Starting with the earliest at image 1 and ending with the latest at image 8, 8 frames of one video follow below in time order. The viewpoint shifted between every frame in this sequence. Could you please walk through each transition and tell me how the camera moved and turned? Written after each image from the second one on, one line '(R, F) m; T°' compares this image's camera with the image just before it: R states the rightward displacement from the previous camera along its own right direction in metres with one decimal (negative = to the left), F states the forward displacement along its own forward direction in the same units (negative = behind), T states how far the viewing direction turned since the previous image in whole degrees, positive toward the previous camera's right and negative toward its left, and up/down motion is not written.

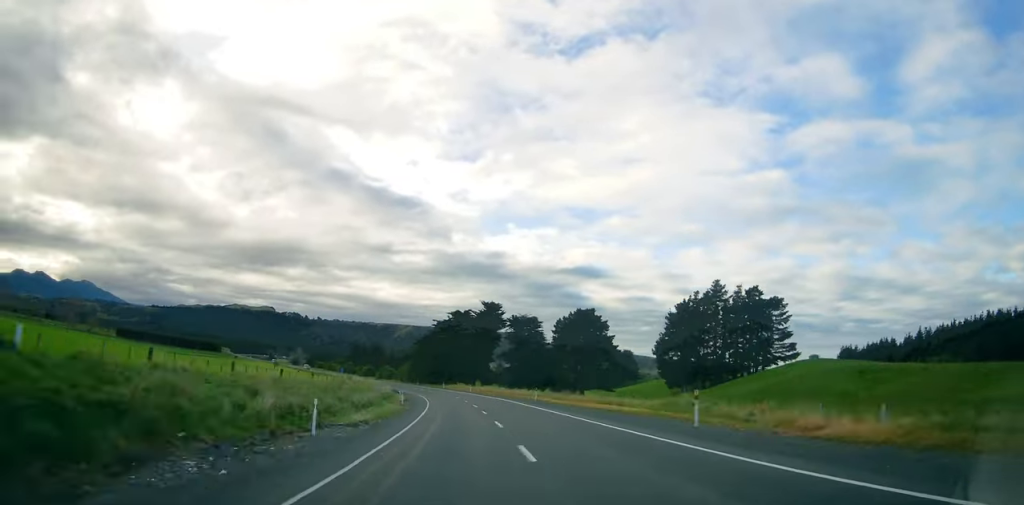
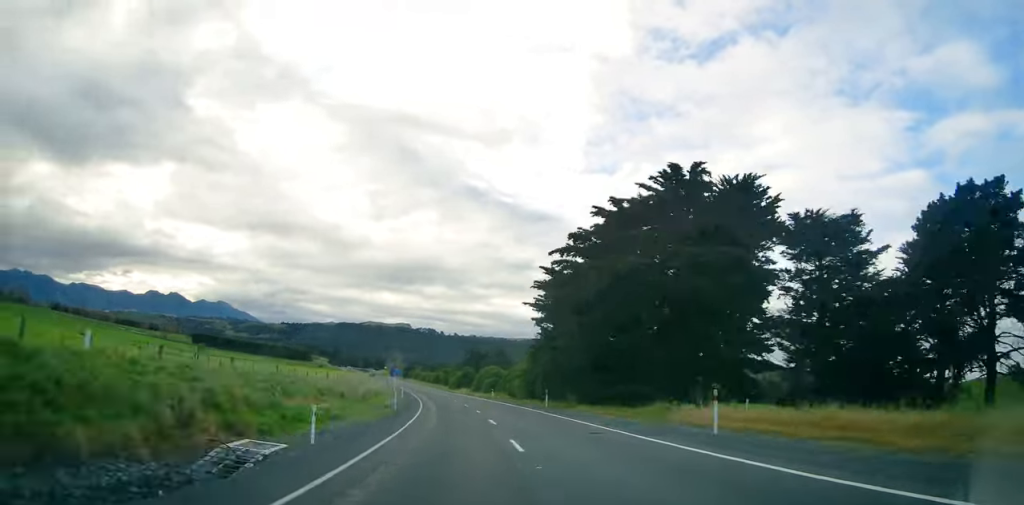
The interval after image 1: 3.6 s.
(-10.7, +97.2) m; -10°
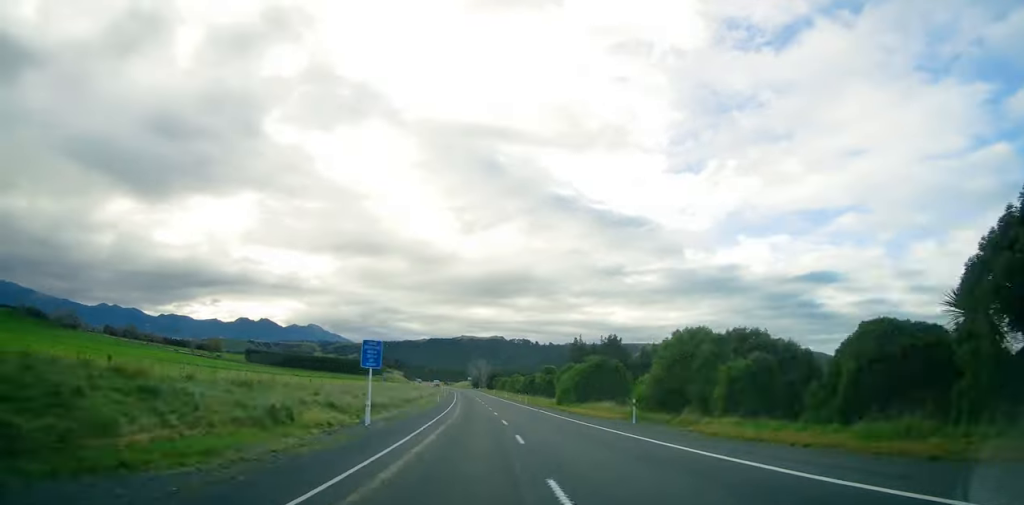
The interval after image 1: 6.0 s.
(-4.1, +65.9) m; -6°
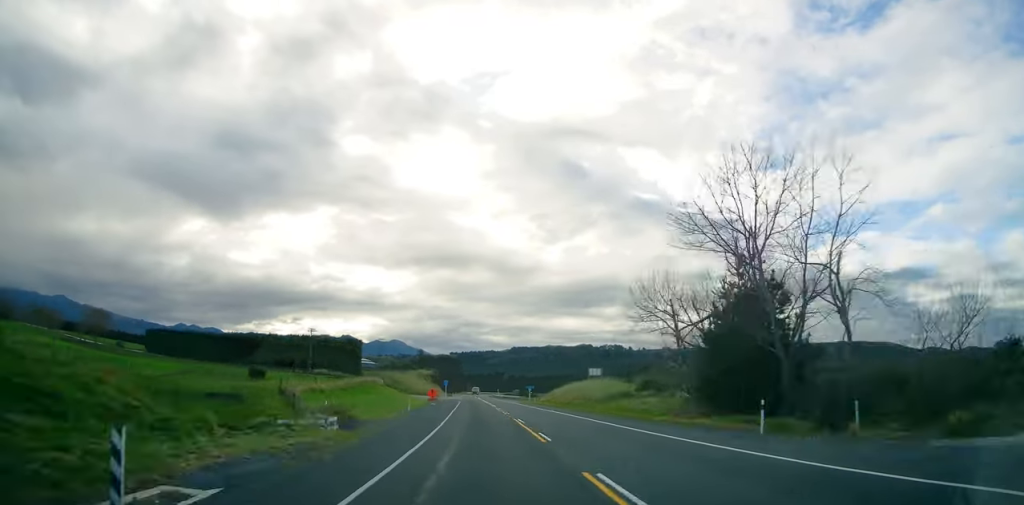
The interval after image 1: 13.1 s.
(-18.7, +192.8) m; -10°
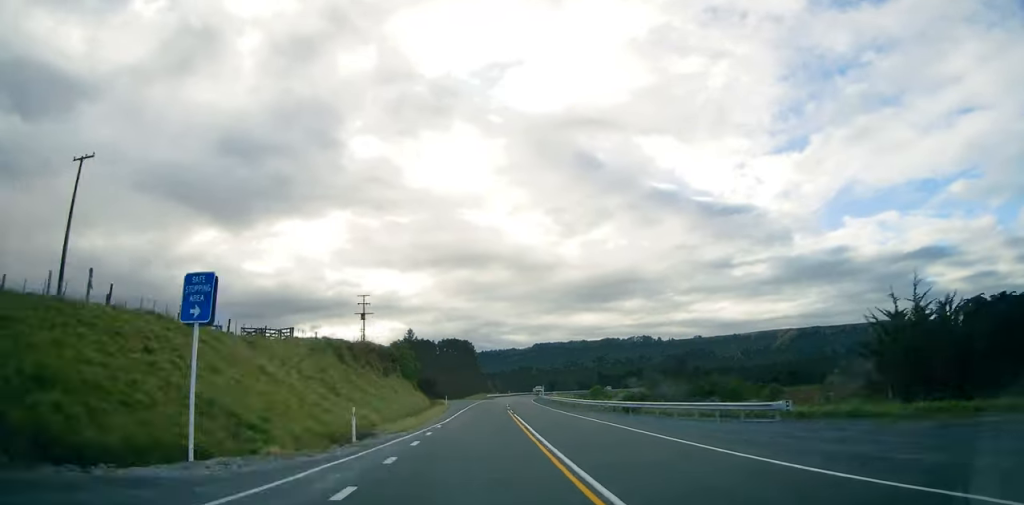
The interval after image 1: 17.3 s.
(-3.9, +112.3) m; 0°
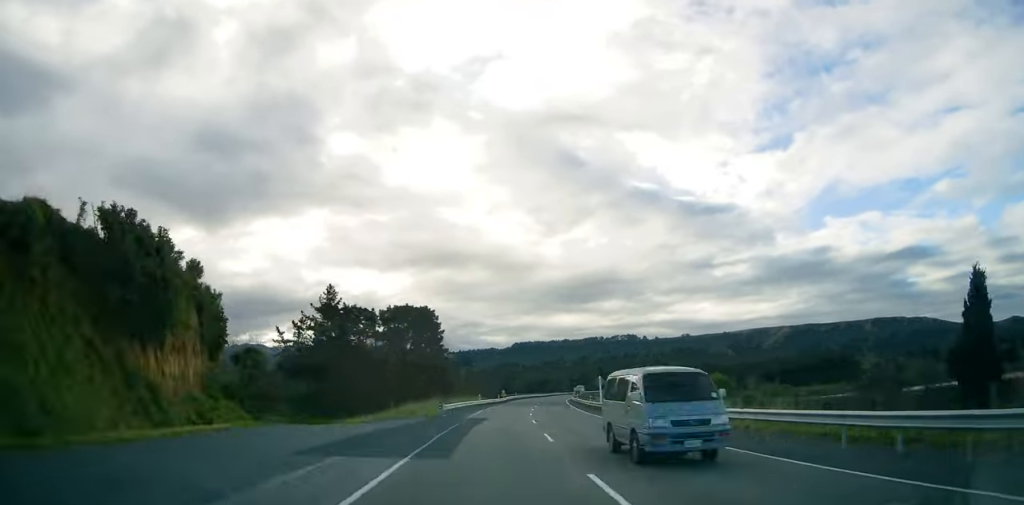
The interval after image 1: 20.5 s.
(+0.4, +81.2) m; +5°
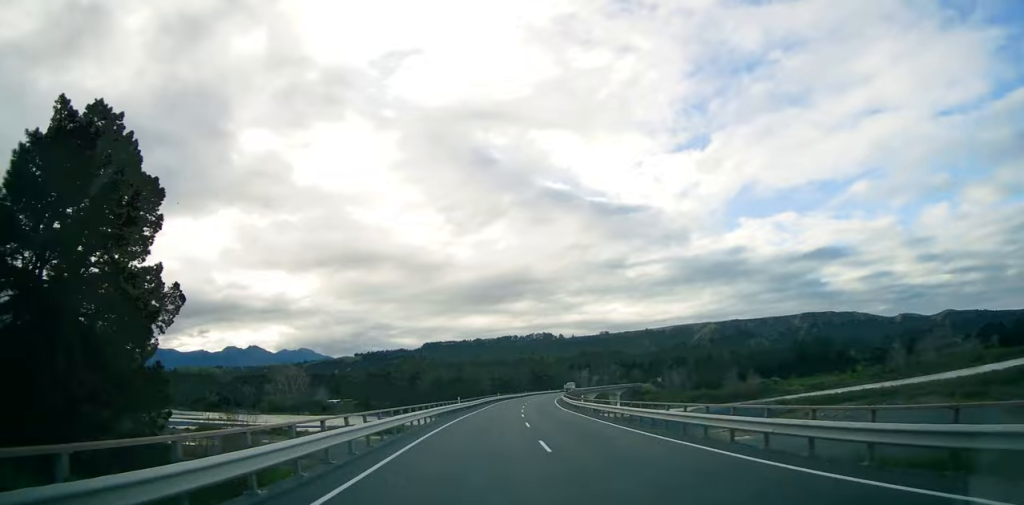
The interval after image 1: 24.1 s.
(+7.8, +87.8) m; +8°
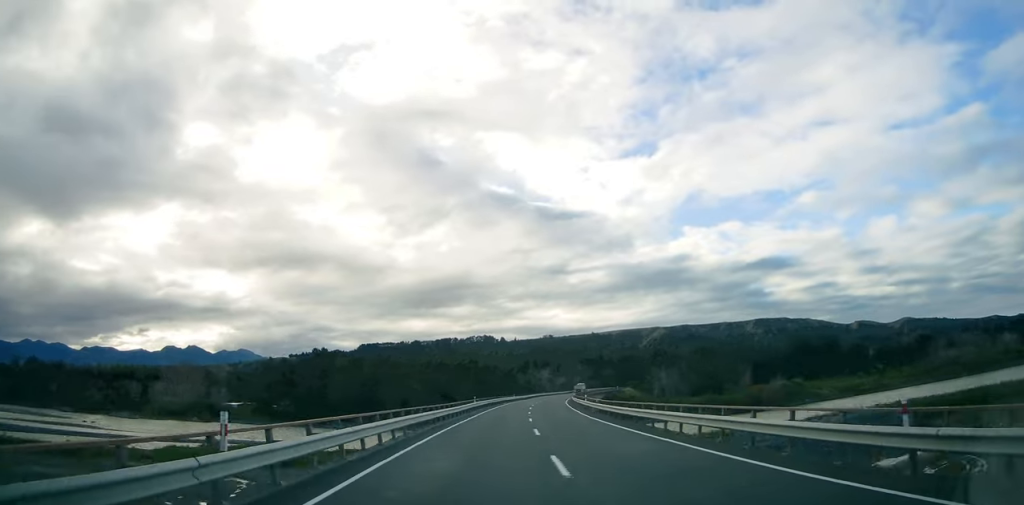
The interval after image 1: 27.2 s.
(+4.5, +73.3) m; +7°
